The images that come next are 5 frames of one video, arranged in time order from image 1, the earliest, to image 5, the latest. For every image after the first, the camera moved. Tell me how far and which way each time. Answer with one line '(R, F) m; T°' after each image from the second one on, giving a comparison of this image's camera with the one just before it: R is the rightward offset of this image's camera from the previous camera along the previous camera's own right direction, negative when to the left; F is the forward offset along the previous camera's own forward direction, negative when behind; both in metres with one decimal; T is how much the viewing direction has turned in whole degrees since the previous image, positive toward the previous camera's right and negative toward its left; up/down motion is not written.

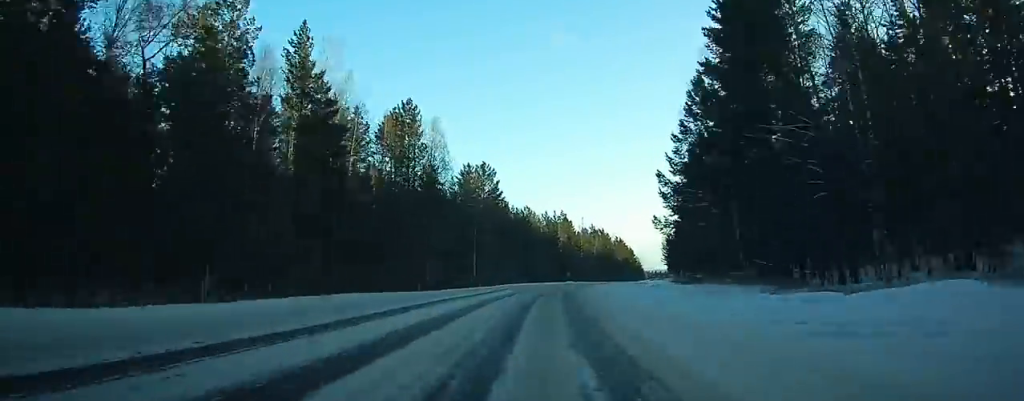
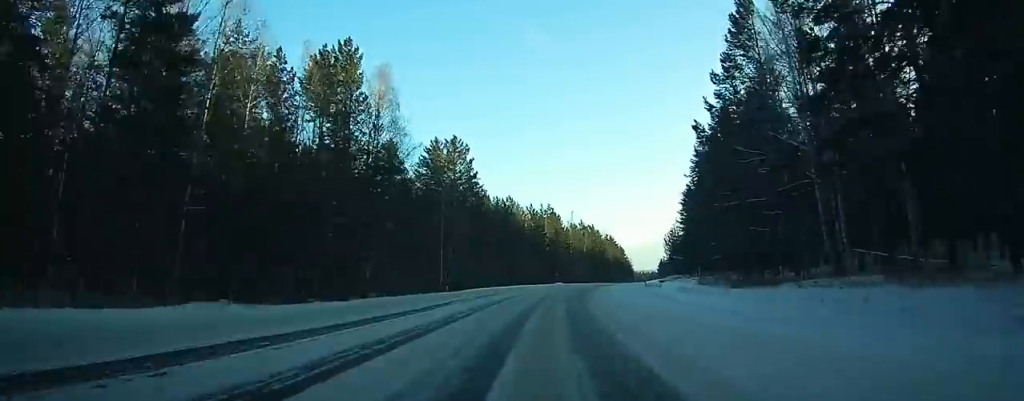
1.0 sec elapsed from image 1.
(+0.2, +19.2) m; +2°
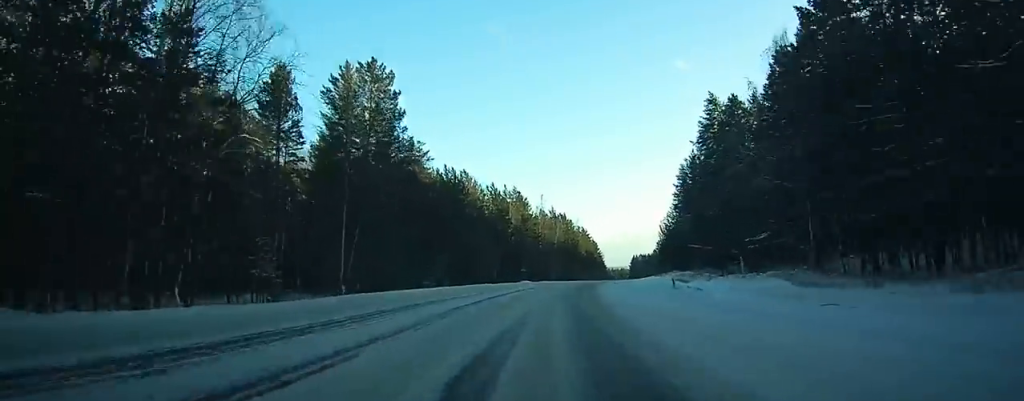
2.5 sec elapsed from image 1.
(+0.2, +28.3) m; +3°
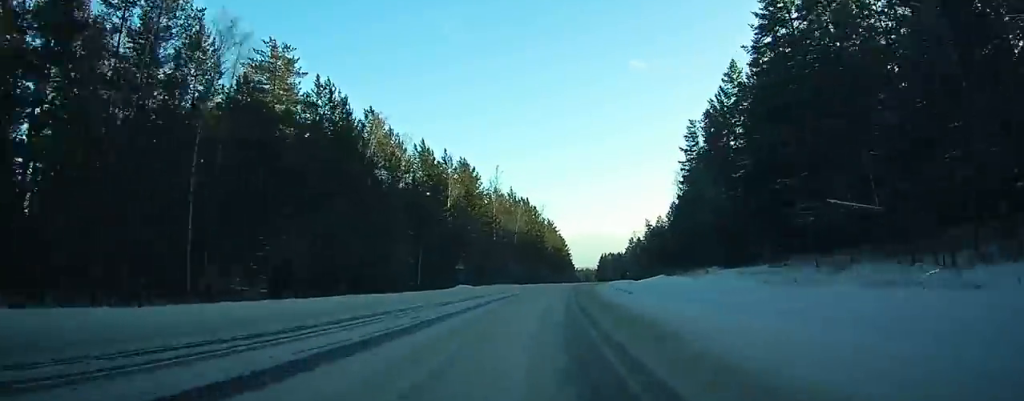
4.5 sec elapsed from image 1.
(+1.9, +39.9) m; +4°
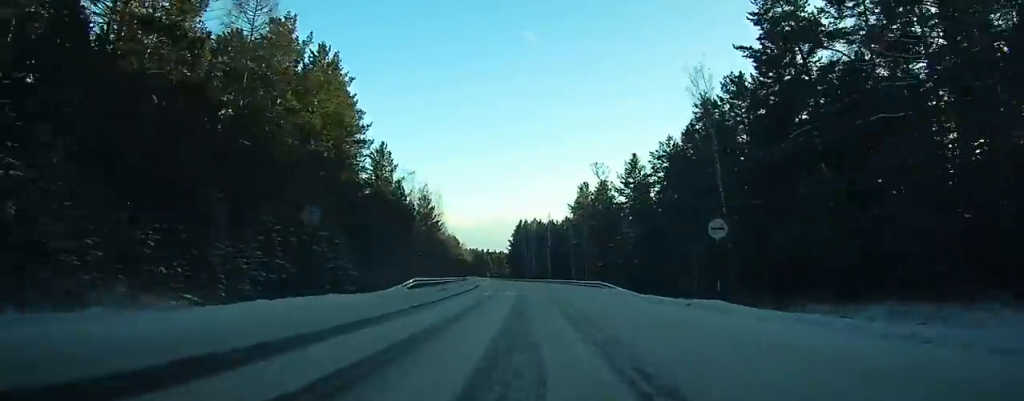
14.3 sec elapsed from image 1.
(+22.8, +192.7) m; +9°
